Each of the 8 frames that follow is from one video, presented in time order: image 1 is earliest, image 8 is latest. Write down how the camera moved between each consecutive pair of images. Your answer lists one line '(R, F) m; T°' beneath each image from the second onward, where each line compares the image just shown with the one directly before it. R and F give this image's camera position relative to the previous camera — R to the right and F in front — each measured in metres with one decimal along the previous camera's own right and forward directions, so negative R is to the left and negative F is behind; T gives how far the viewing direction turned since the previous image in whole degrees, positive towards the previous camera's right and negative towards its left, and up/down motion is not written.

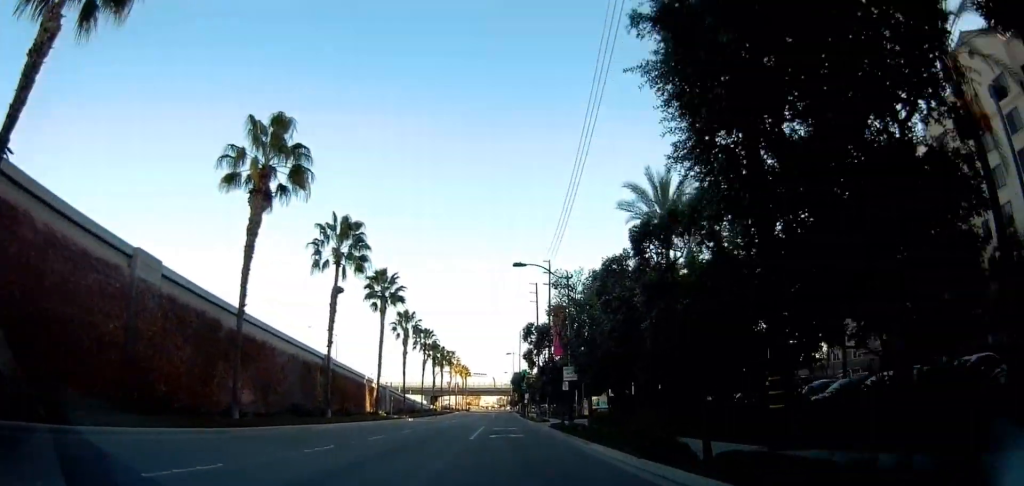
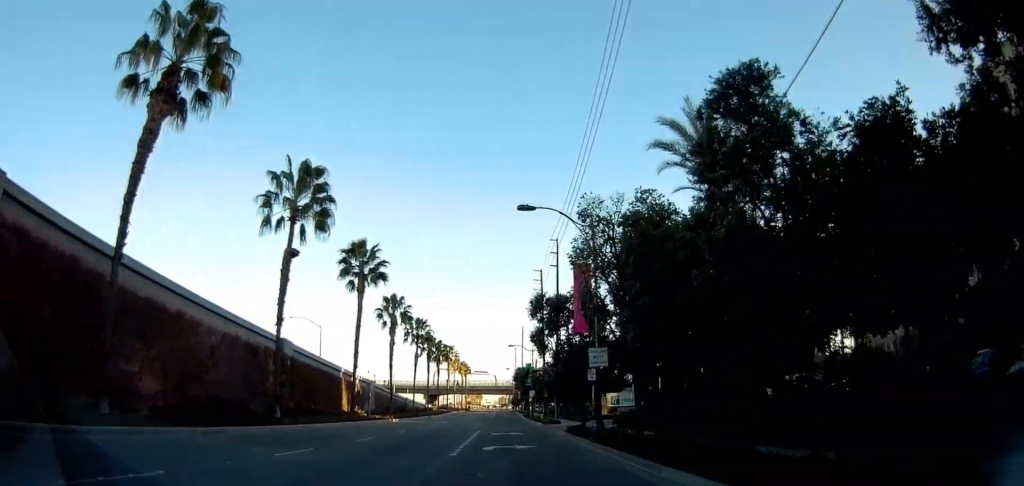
(0.0, +9.9) m; -2°
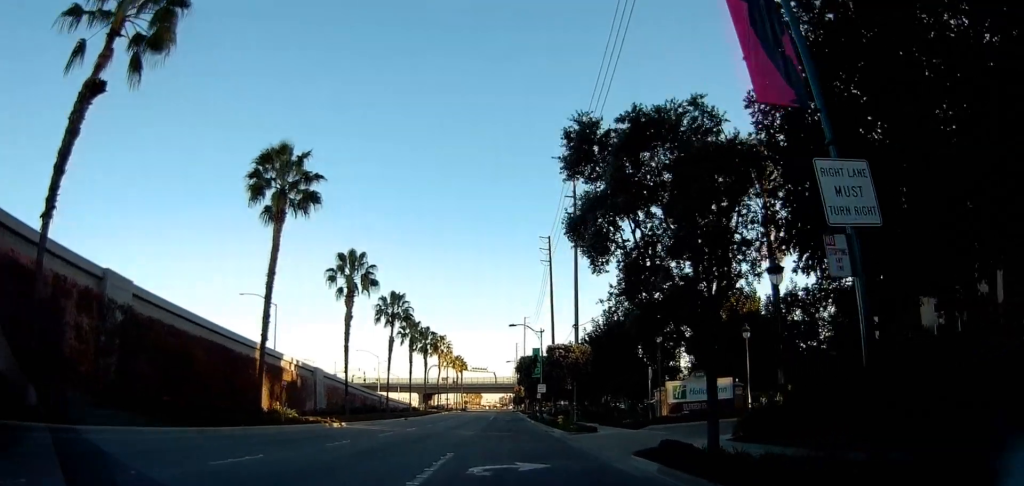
(-0.3, +18.7) m; +2°
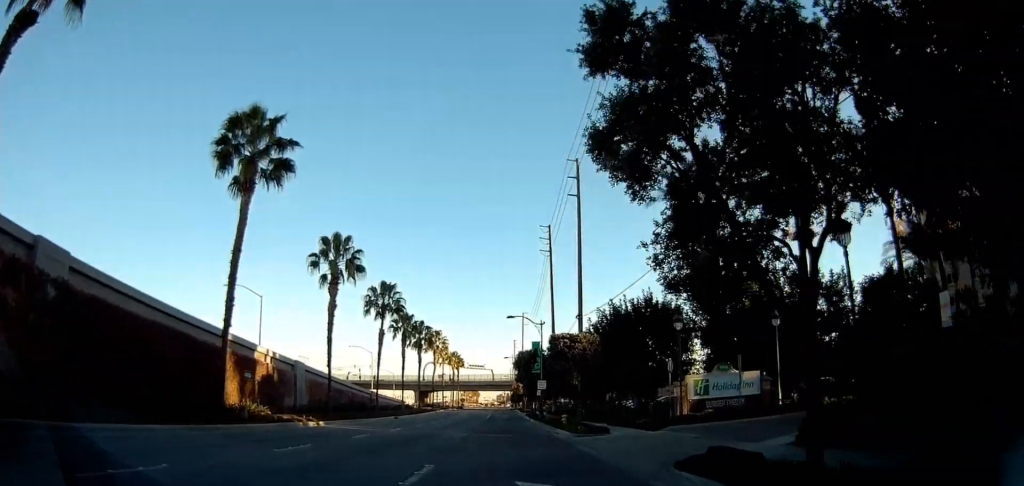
(+0.1, +4.4) m; +2°
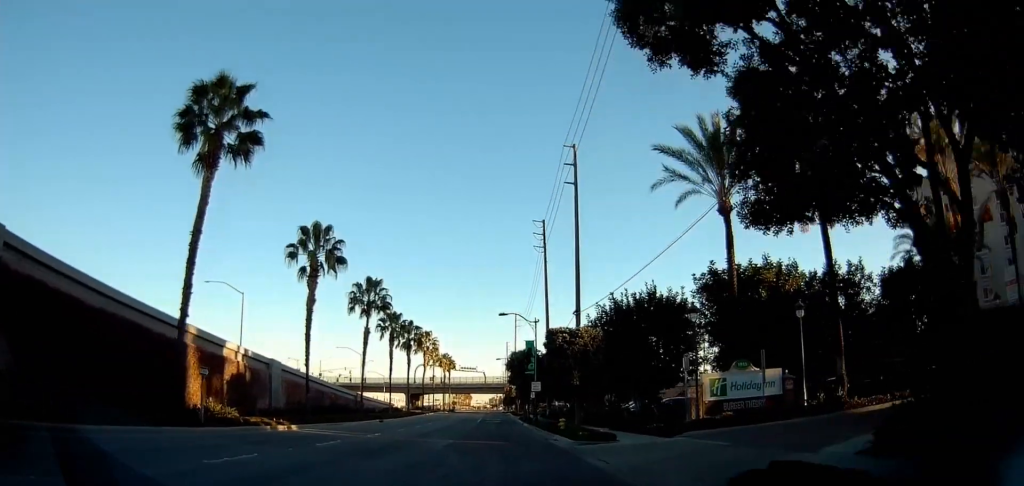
(0.0, +3.3) m; -1°
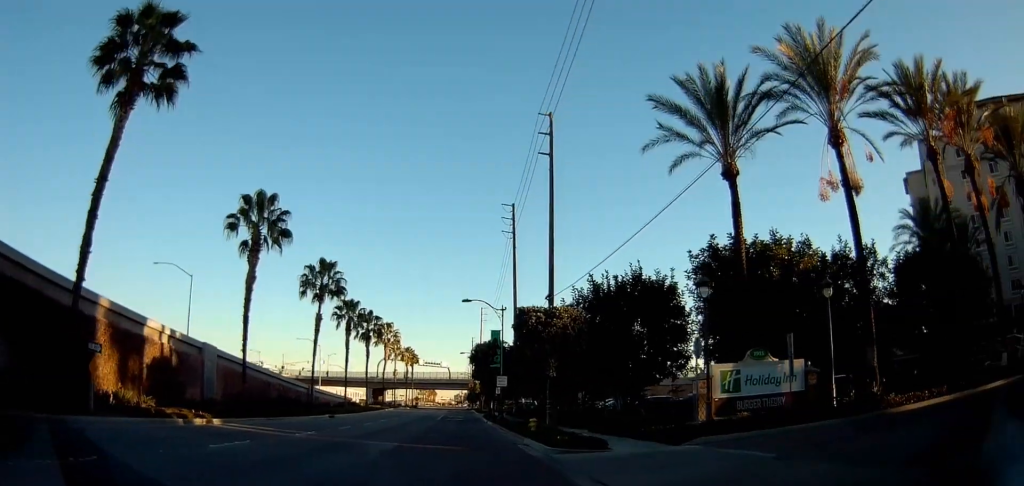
(+0.1, +5.7) m; 0°
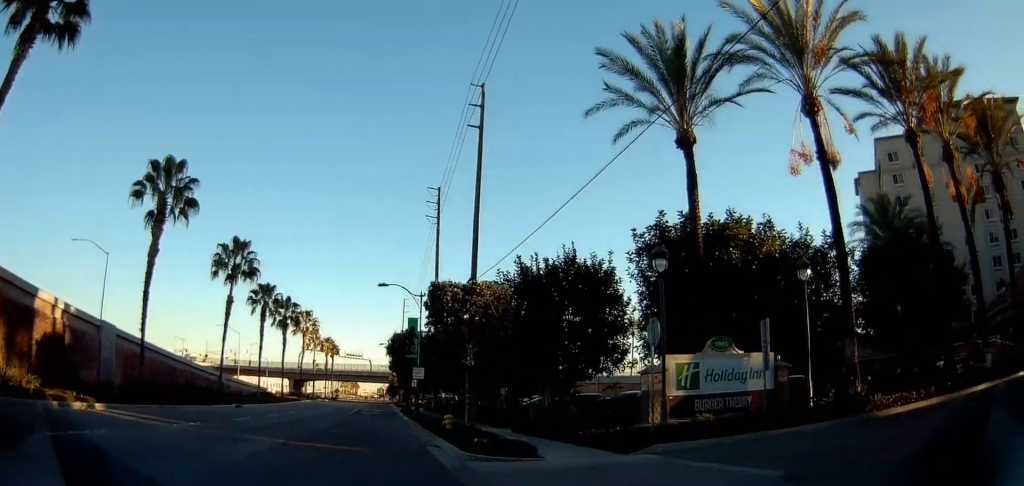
(-0.3, +3.9) m; +5°
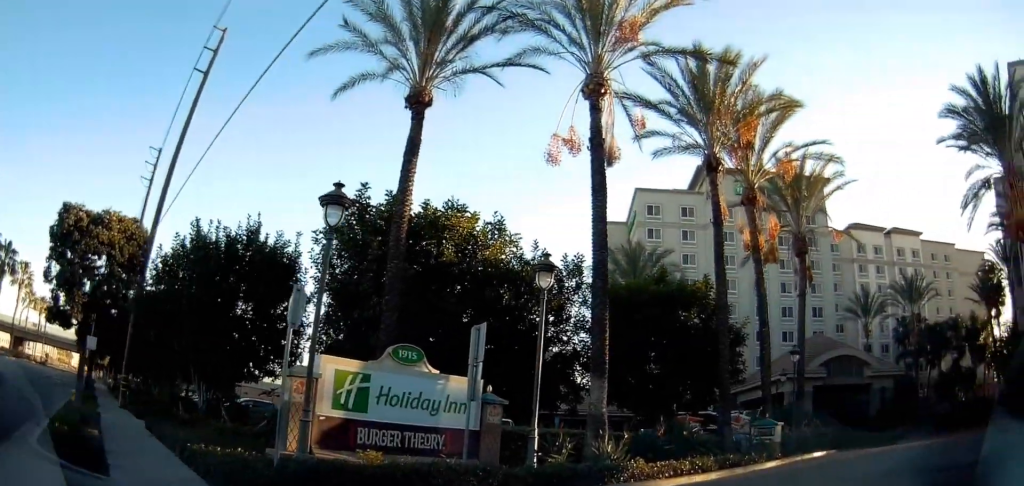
(+1.0, +5.6) m; +26°
